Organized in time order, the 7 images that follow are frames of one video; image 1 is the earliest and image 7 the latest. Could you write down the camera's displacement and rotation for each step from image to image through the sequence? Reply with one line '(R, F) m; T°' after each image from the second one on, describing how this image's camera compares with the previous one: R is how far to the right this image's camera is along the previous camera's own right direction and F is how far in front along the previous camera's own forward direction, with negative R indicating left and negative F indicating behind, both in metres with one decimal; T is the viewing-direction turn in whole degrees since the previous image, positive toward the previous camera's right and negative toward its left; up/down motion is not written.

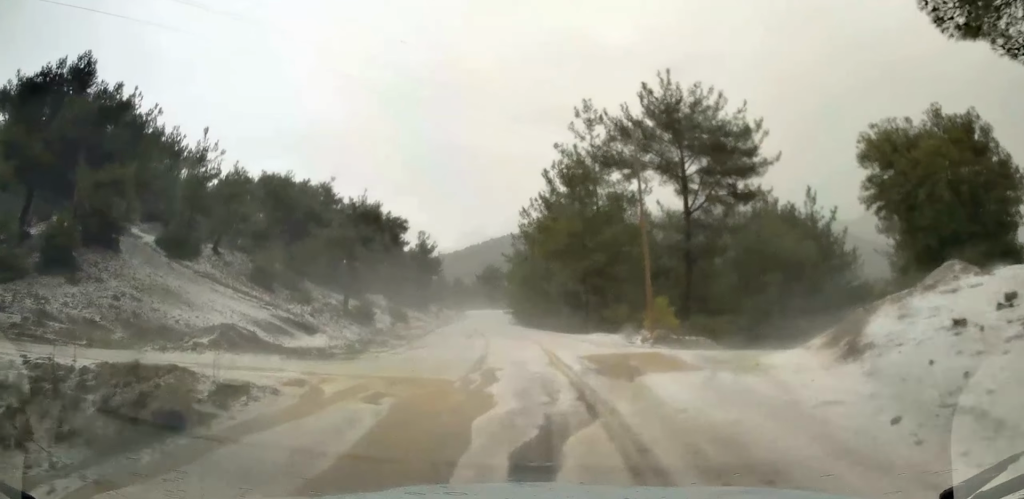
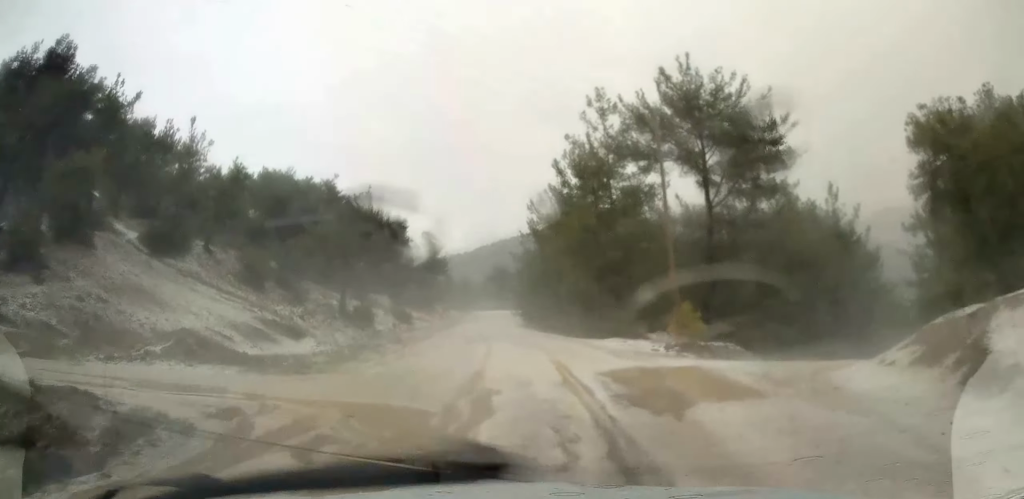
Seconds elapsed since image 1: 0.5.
(0.0, +2.8) m; -1°
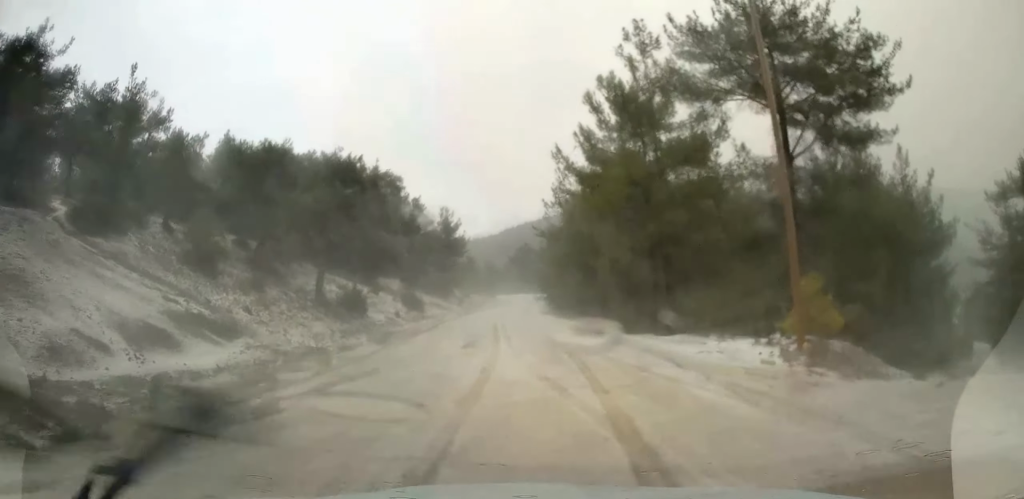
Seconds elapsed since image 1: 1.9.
(-0.1, +8.1) m; -2°
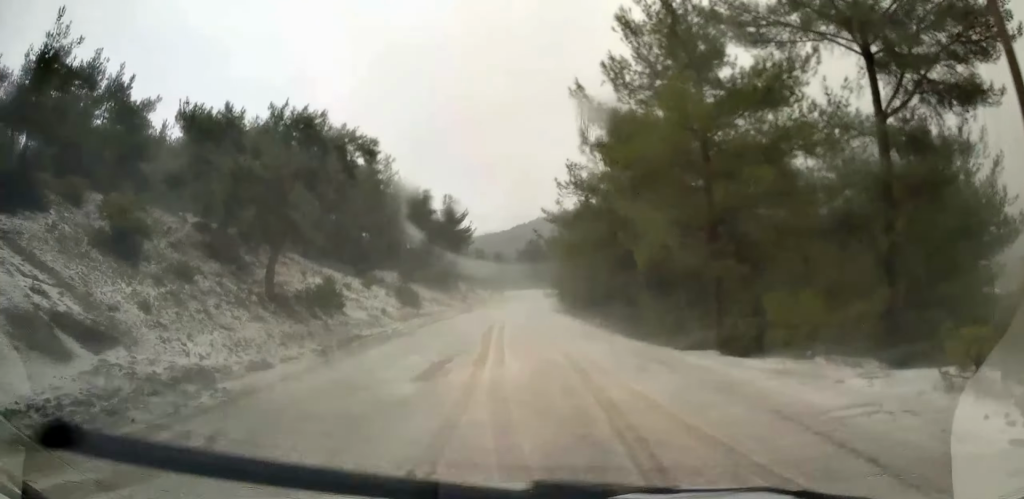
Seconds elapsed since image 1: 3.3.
(-0.1, +7.4) m; -2°
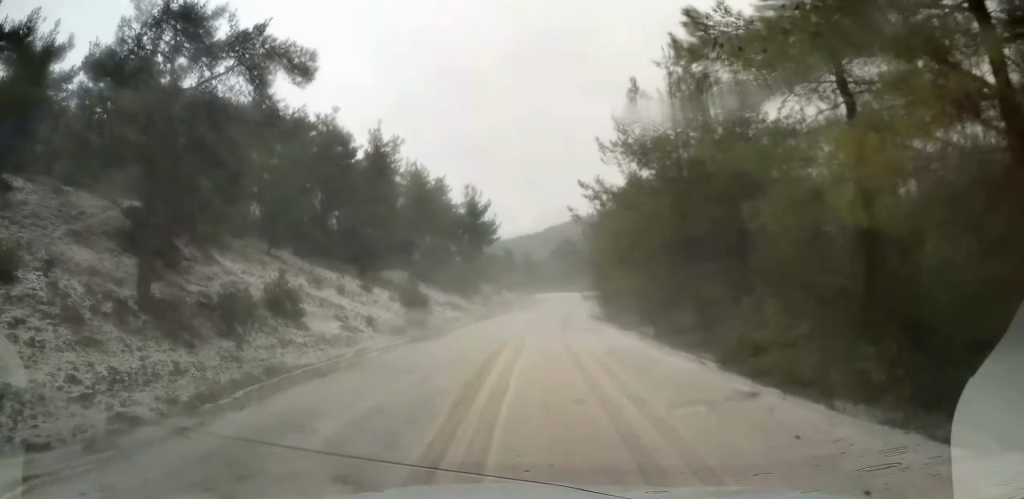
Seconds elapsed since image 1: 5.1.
(-0.2, +10.2) m; -2°
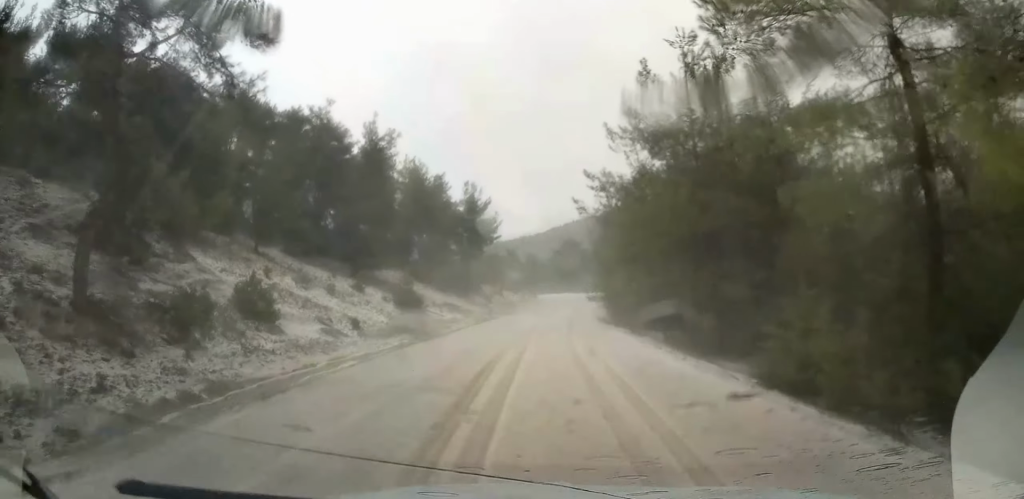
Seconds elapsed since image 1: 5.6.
(0.0, +2.6) m; 0°
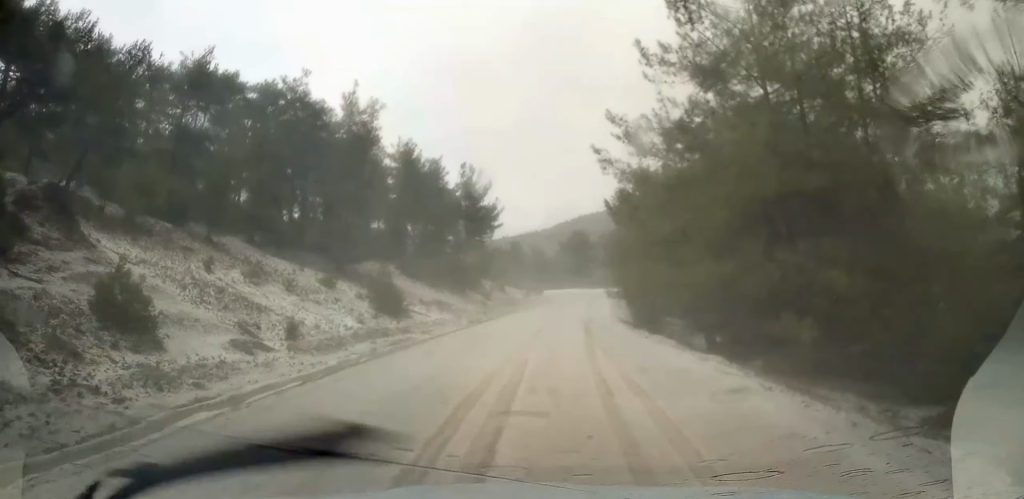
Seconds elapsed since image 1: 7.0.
(+0.1, +7.8) m; +2°
